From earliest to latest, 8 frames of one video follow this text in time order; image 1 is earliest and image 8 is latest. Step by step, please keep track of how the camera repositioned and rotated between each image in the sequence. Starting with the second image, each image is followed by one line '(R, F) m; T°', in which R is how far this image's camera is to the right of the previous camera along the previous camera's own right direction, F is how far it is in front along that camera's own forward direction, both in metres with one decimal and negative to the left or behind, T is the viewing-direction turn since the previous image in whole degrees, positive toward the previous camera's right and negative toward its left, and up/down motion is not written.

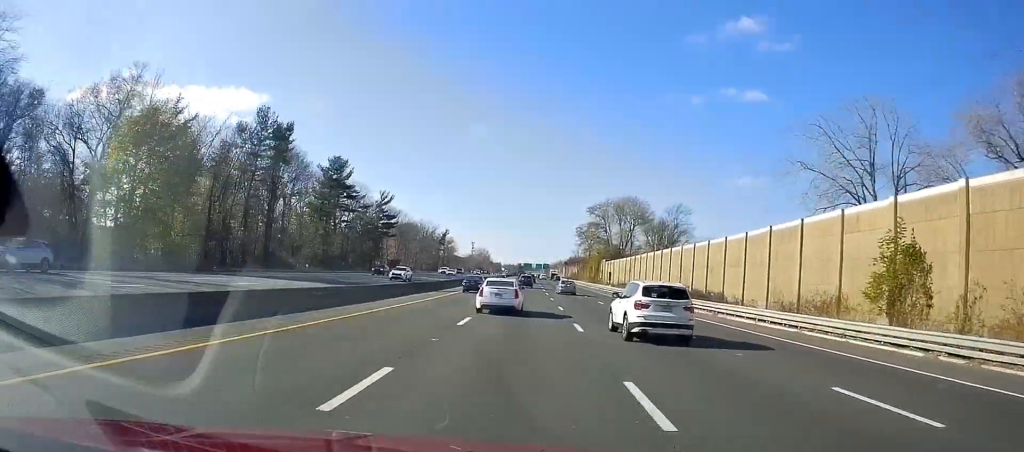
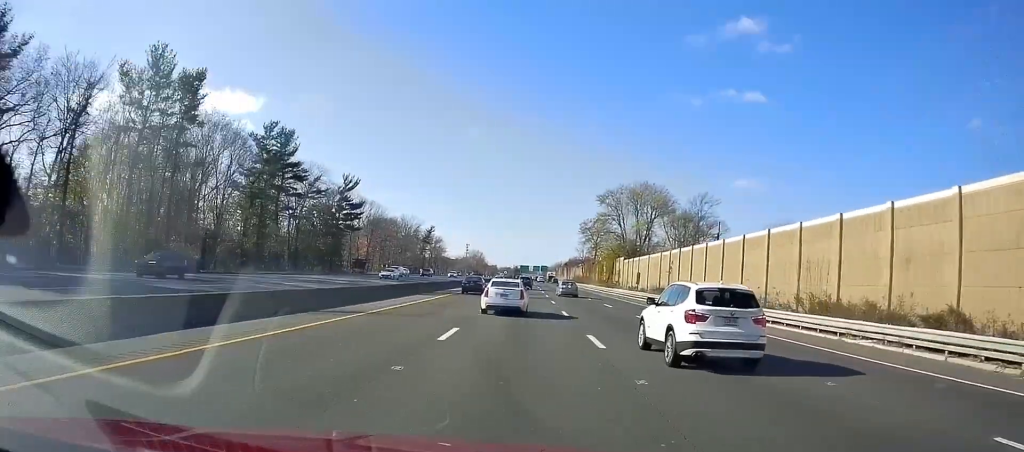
(+0.4, +27.3) m; 0°
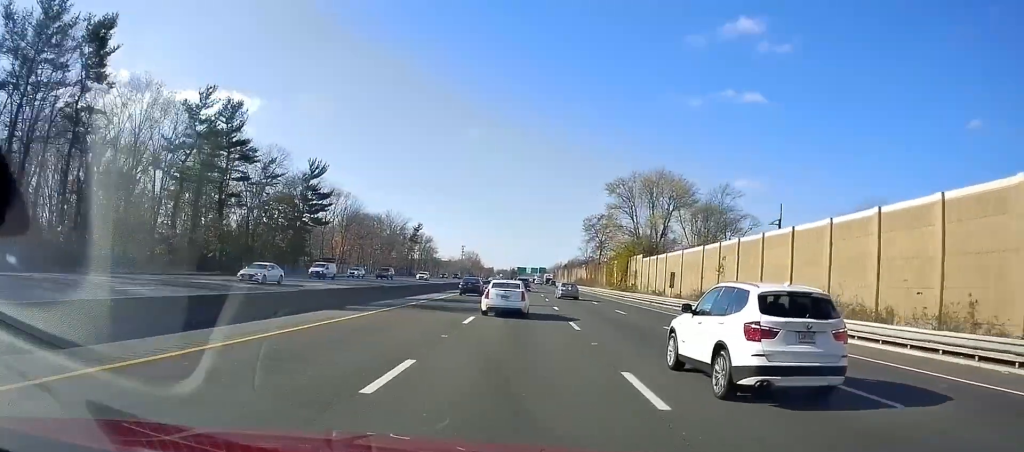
(-0.2, +17.4) m; 0°
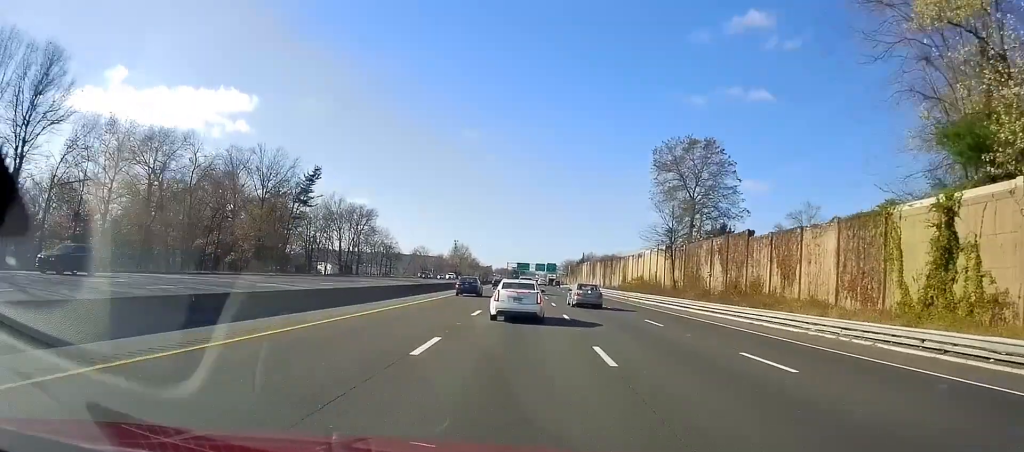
(+0.7, +84.5) m; +1°
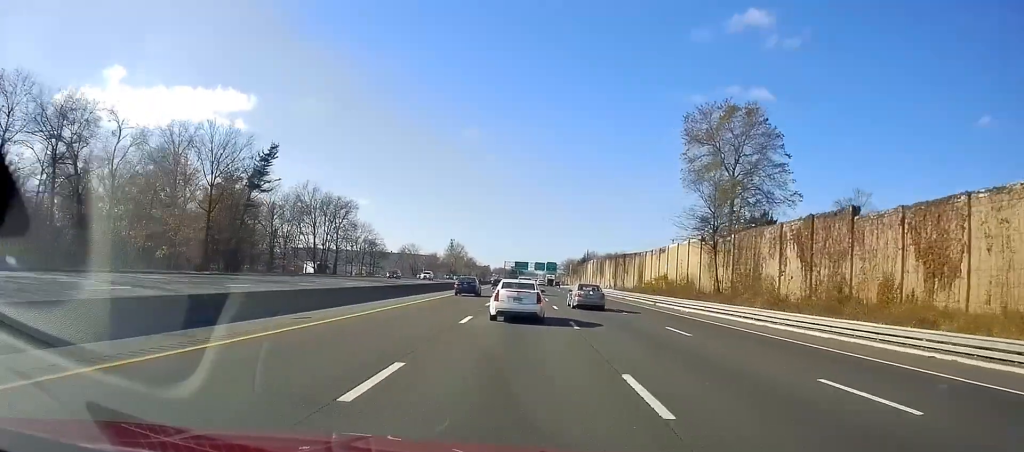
(0.0, +17.3) m; 0°
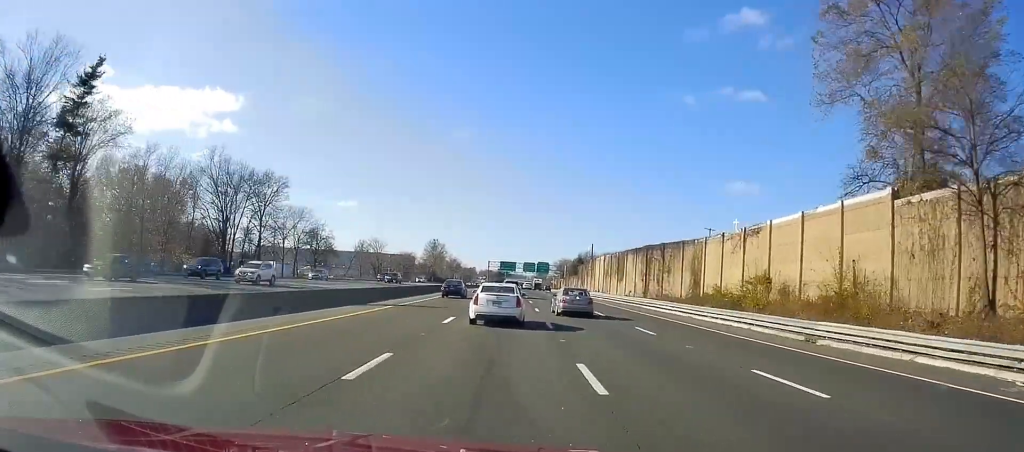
(0.0, +40.0) m; +1°
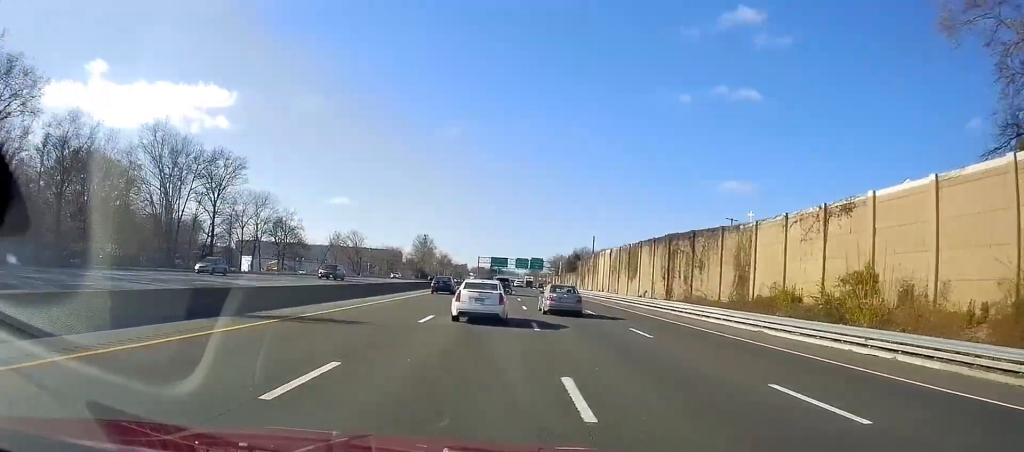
(+0.2, +14.5) m; +1°
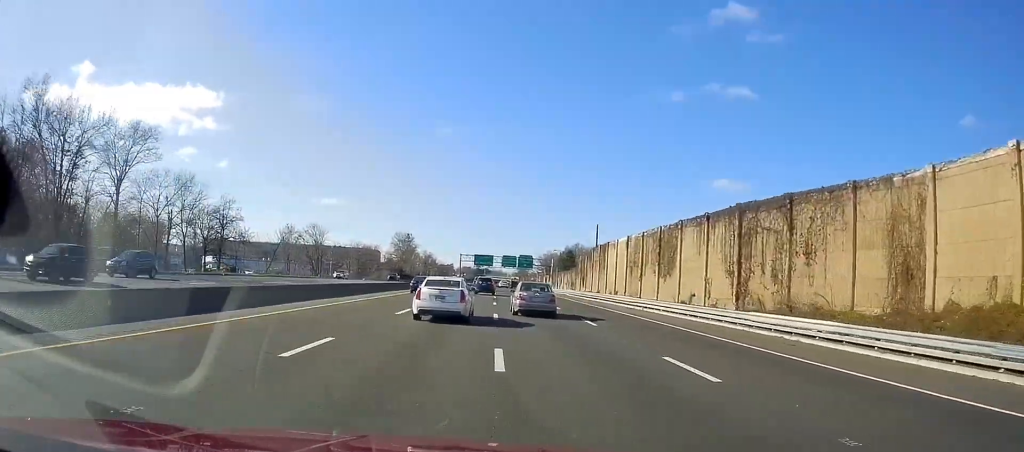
(+0.1, +21.2) m; +1°
